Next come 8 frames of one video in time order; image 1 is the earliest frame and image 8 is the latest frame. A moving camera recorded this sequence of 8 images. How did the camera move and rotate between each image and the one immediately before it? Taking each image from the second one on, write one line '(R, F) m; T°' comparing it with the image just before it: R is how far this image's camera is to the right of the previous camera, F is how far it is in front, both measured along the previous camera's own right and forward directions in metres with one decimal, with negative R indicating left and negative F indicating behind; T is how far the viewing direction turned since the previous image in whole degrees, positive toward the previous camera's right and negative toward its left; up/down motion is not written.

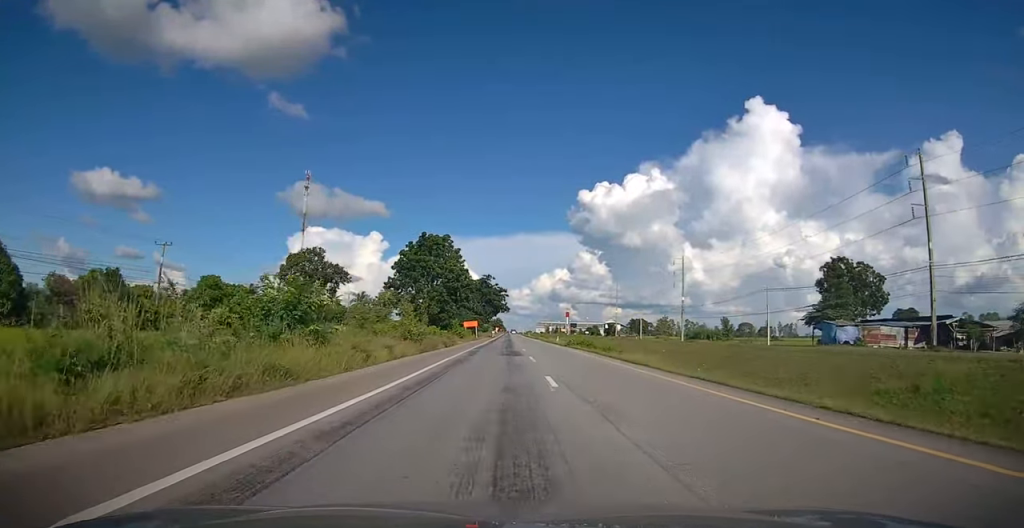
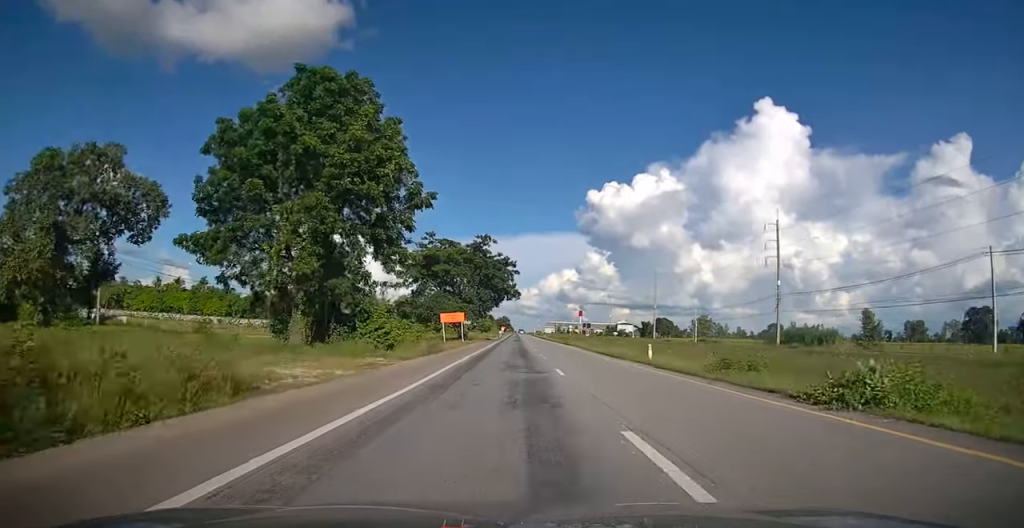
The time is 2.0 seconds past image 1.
(-0.2, +44.3) m; 0°
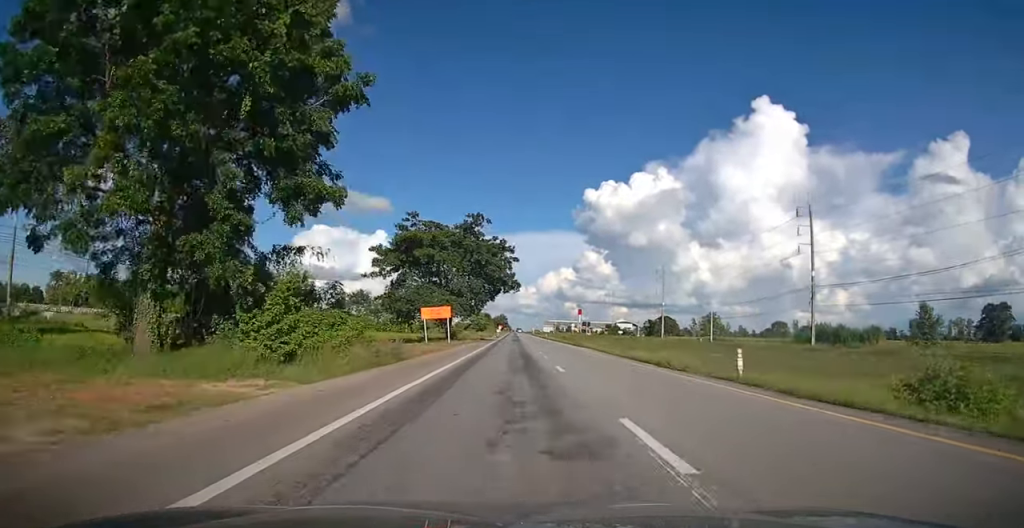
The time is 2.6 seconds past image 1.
(0.0, +11.2) m; 0°
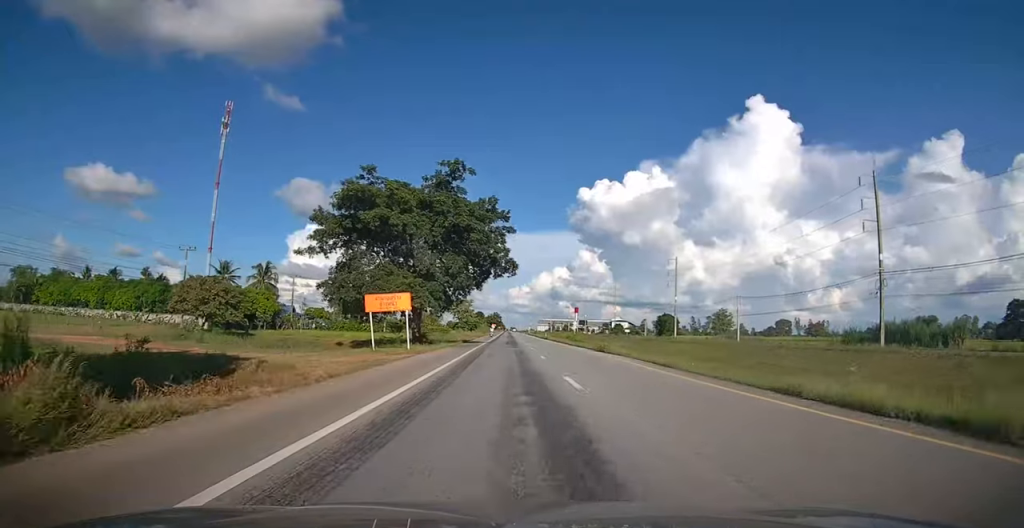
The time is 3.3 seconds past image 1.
(0.0, +16.8) m; +1°
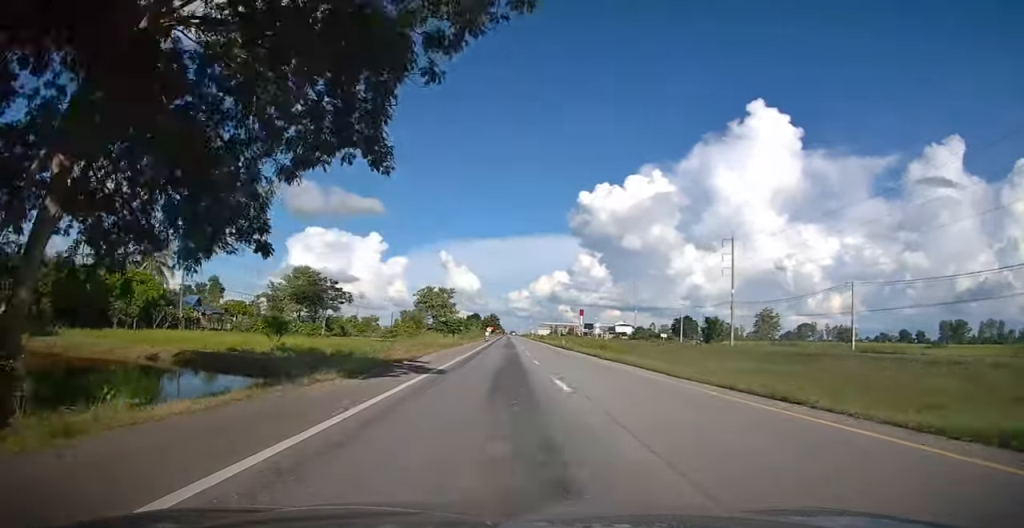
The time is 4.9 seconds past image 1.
(+0.4, +35.8) m; 0°
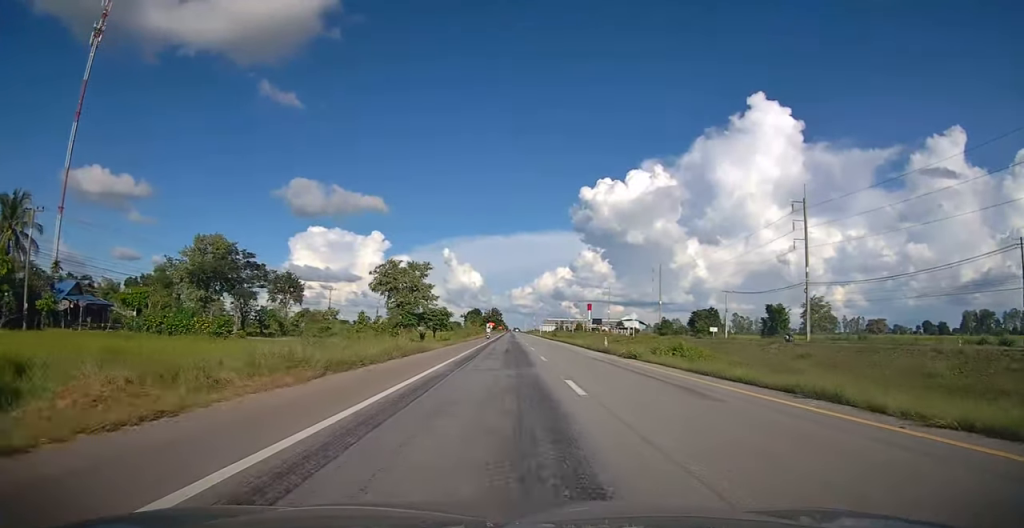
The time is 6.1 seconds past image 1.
(-0.1, +25.5) m; 0°
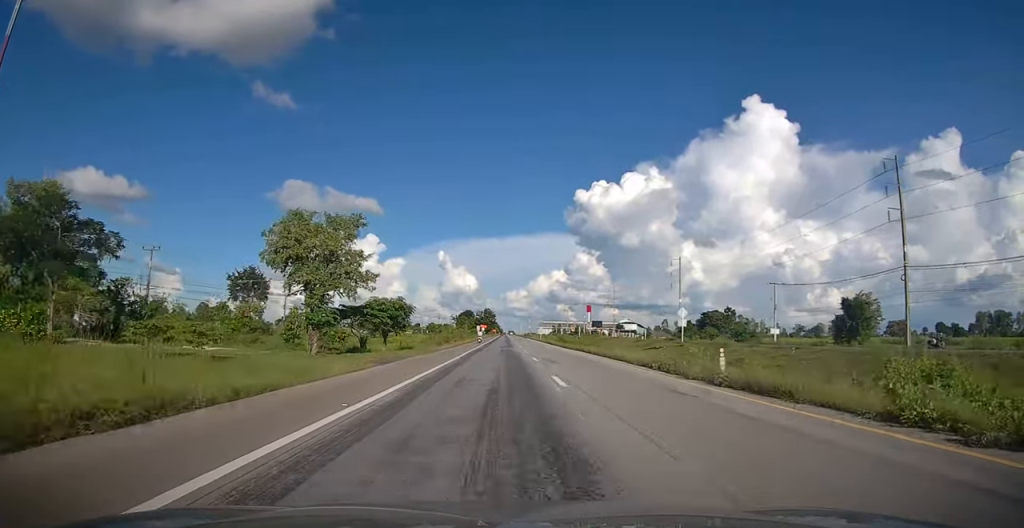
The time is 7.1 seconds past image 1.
(+0.1, +21.9) m; 0°
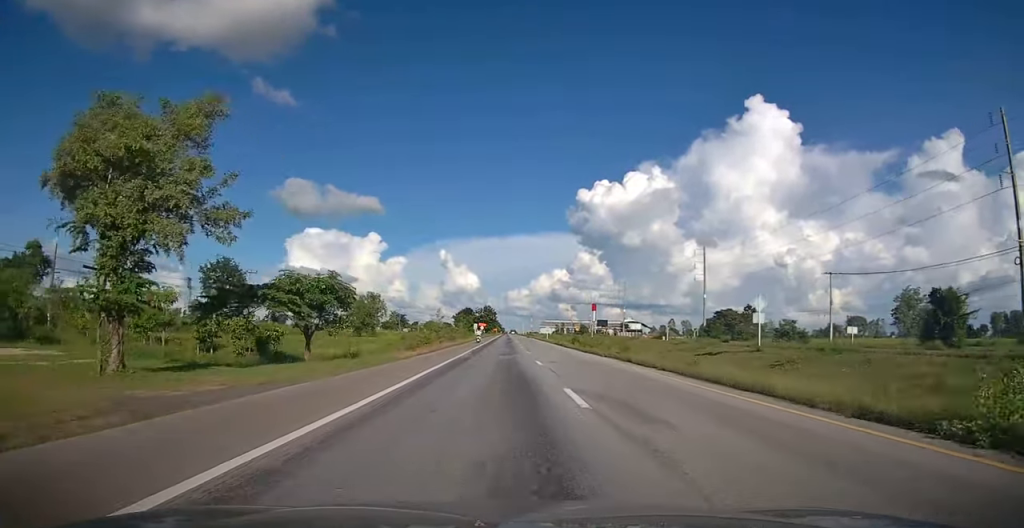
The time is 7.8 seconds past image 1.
(0.0, +15.2) m; 0°
